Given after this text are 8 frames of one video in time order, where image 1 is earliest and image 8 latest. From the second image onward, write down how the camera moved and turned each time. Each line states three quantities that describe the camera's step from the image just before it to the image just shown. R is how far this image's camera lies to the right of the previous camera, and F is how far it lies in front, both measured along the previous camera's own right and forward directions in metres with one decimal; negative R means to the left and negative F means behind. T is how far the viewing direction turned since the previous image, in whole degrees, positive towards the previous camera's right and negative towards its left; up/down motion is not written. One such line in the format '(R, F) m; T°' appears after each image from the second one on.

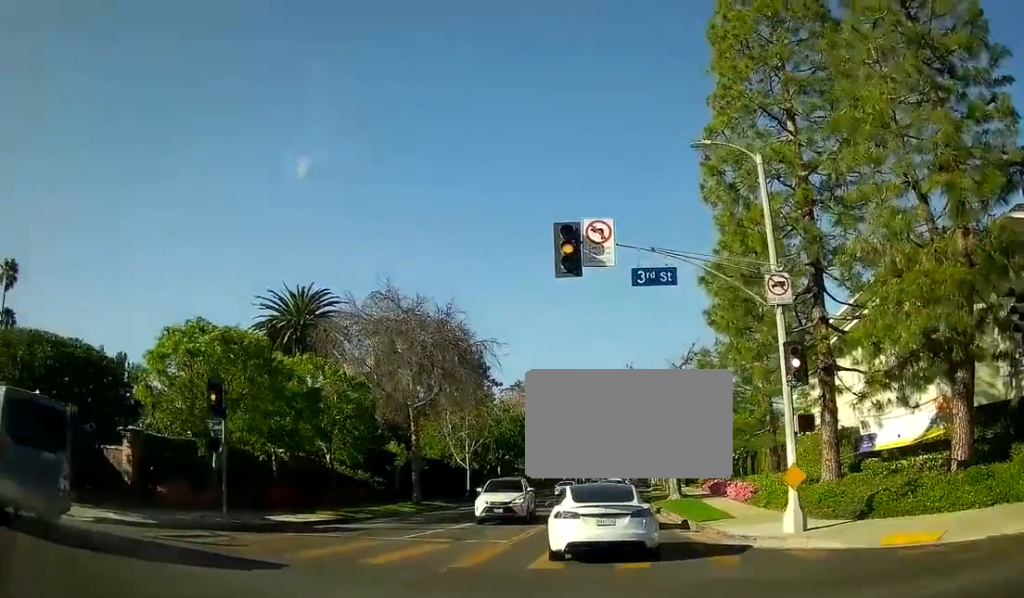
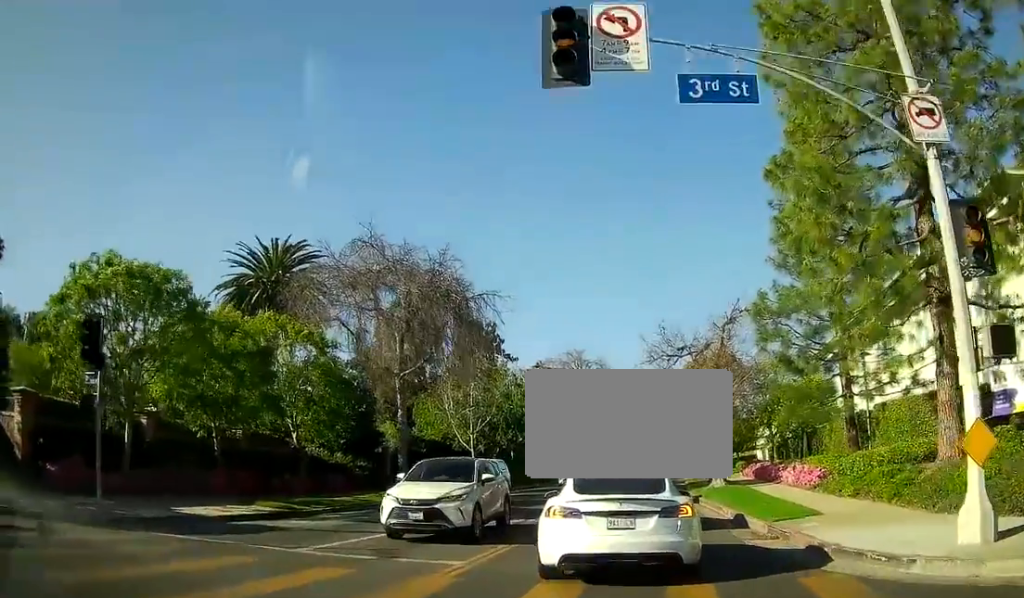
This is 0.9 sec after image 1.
(0.0, +5.1) m; 0°
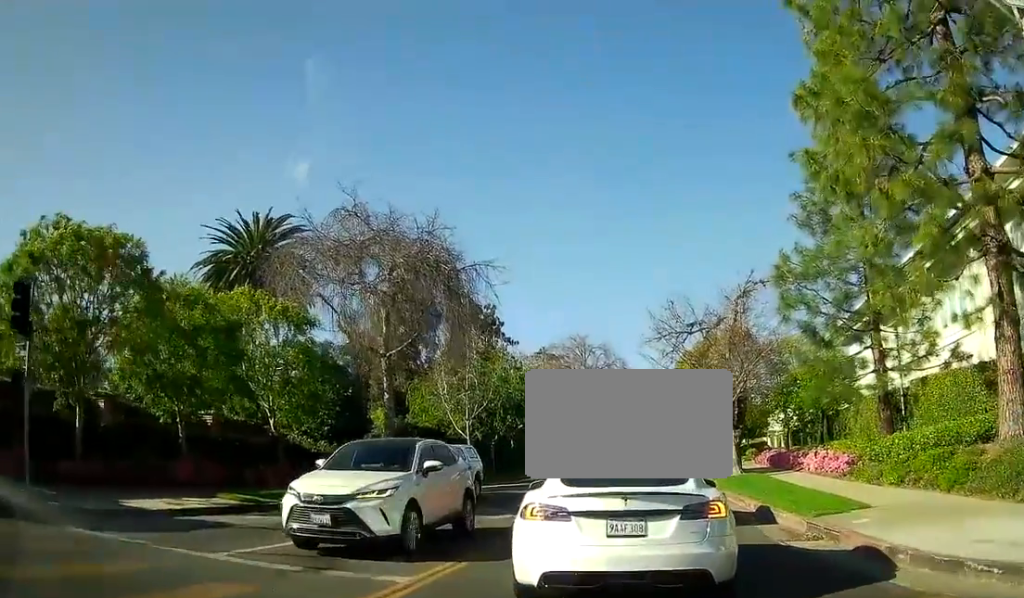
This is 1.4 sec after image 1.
(0.0, +2.3) m; 0°
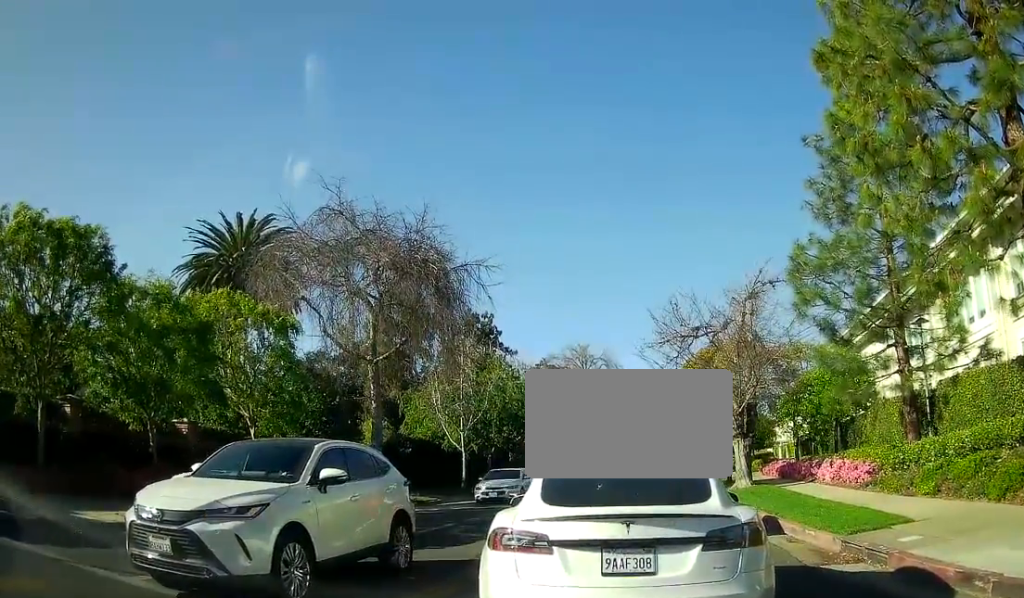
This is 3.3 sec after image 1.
(0.0, +5.4) m; 0°
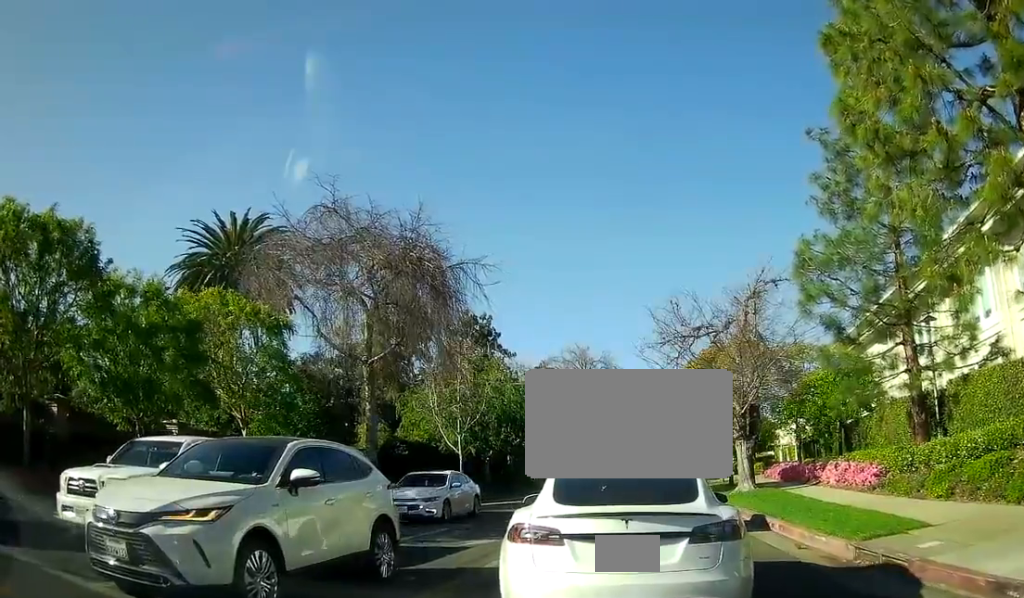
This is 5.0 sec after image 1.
(0.0, -0.2) m; 0°
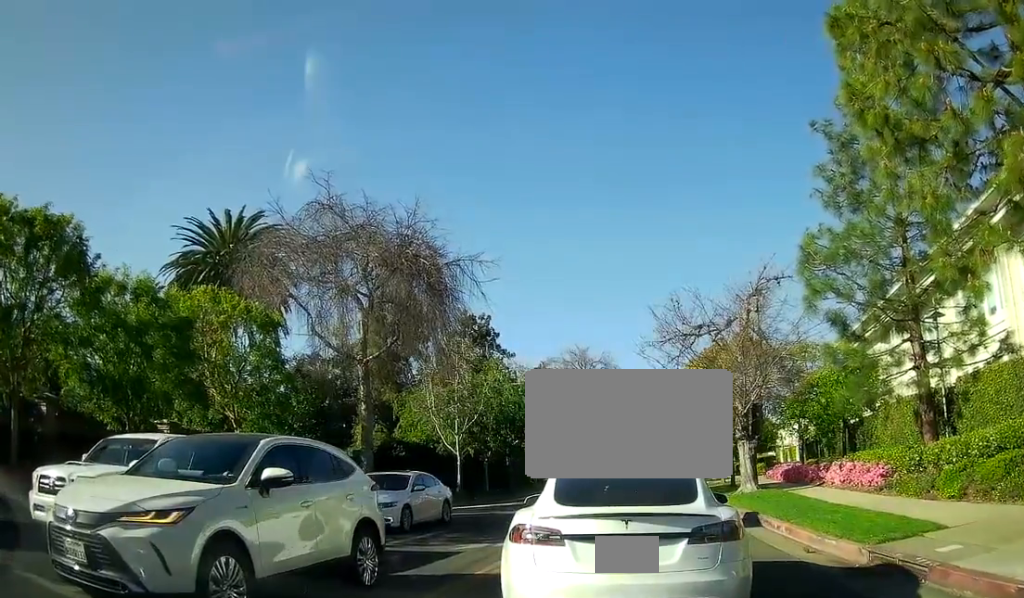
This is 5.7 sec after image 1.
(0.0, +0.5) m; 0°
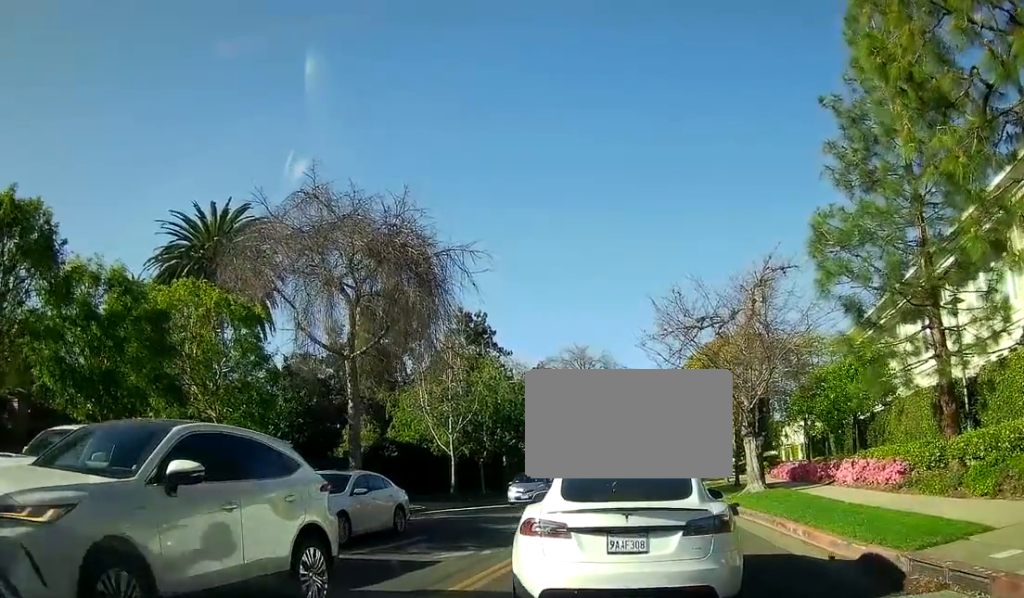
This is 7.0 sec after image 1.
(0.0, +1.2) m; 0°
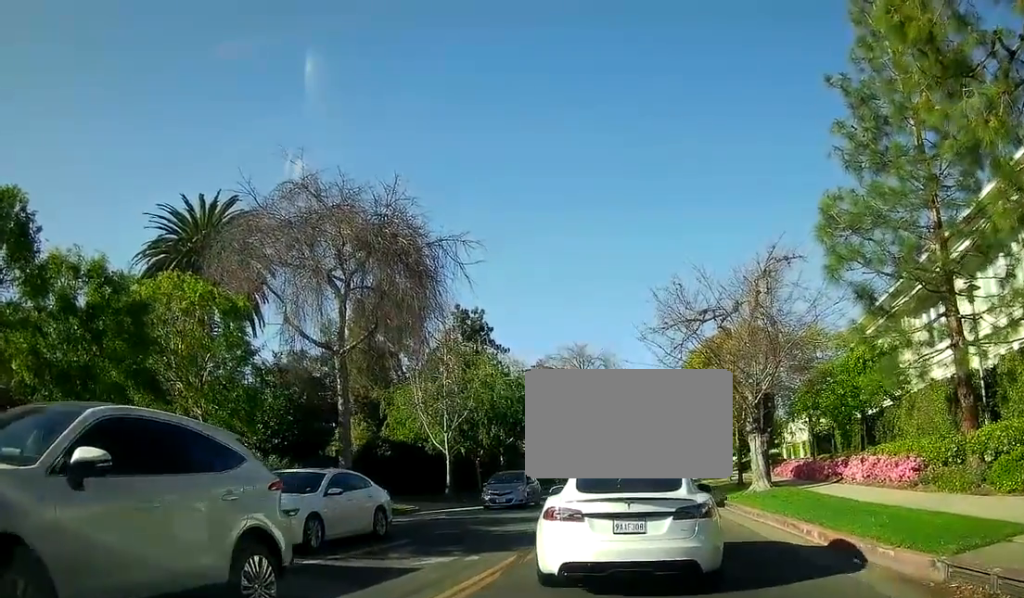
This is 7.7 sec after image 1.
(0.0, +1.2) m; +1°
